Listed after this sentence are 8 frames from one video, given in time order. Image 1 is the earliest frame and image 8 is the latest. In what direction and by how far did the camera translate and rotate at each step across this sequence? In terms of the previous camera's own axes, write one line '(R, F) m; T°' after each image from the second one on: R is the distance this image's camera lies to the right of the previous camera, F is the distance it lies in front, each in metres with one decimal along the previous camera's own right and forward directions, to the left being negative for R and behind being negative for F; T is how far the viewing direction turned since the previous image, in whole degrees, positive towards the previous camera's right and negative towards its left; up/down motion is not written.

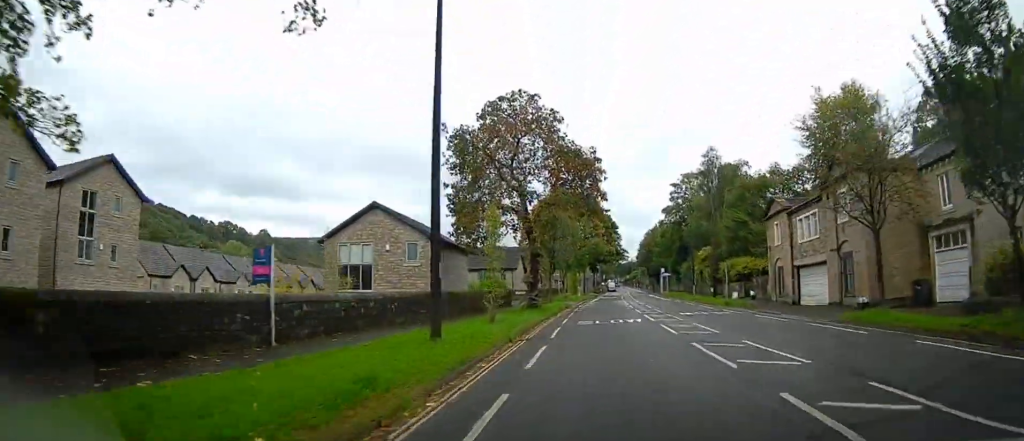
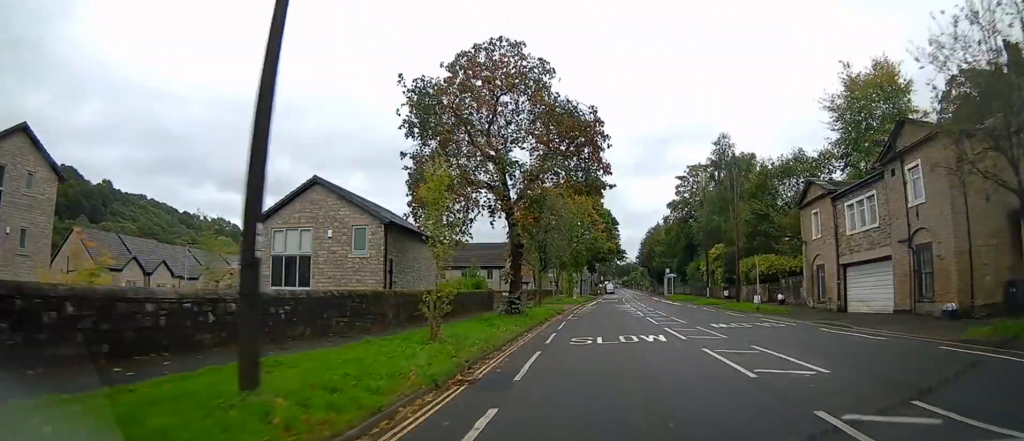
(+0.1, +7.0) m; 0°
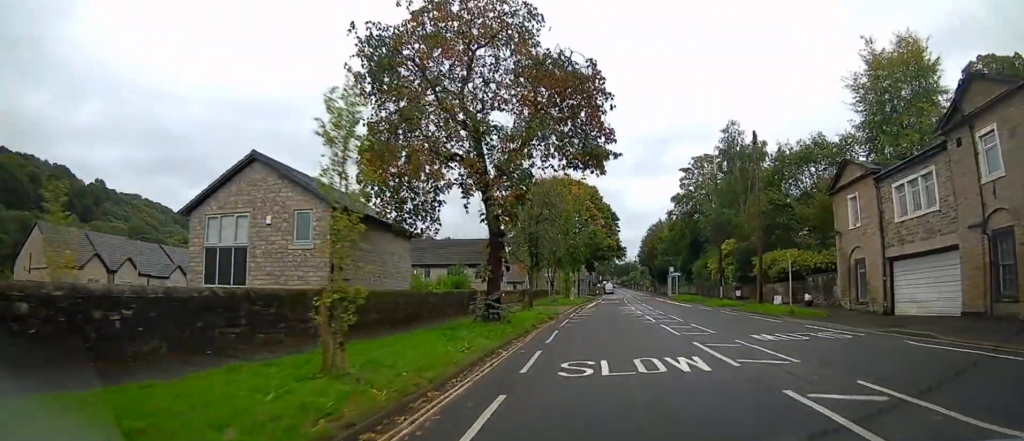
(+0.1, +5.0) m; 0°
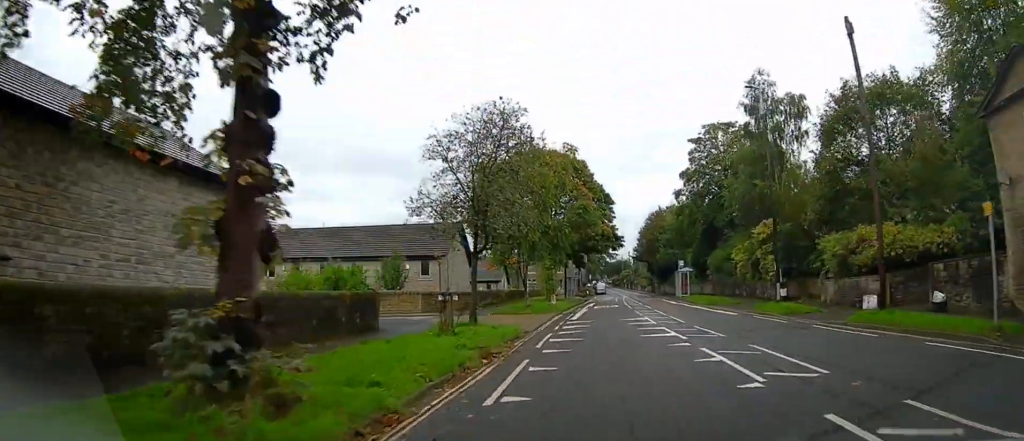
(0.0, +13.7) m; +1°
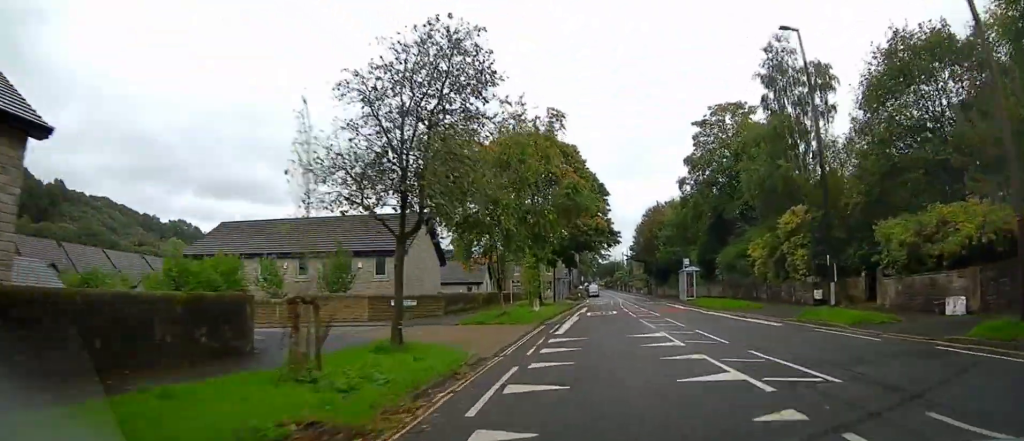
(0.0, +6.7) m; +1°
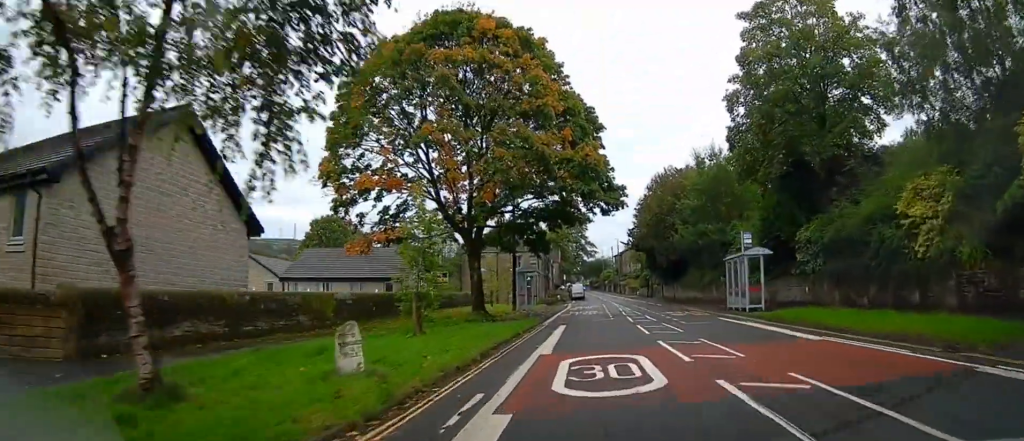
(+0.3, +20.9) m; +2°
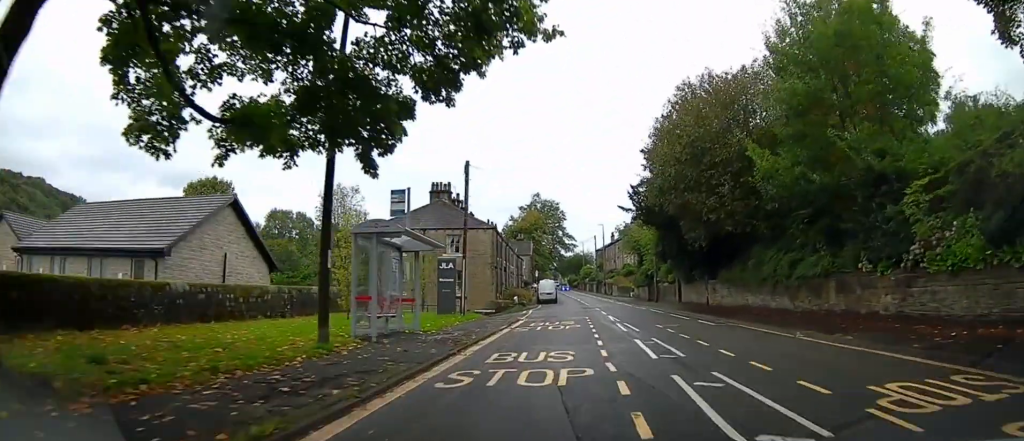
(+0.8, +23.0) m; +1°
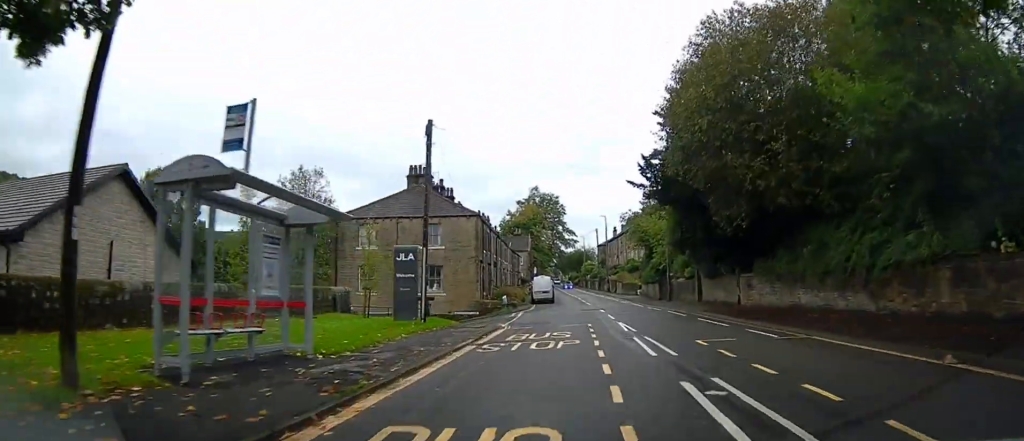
(-0.1, +6.7) m; 0°
